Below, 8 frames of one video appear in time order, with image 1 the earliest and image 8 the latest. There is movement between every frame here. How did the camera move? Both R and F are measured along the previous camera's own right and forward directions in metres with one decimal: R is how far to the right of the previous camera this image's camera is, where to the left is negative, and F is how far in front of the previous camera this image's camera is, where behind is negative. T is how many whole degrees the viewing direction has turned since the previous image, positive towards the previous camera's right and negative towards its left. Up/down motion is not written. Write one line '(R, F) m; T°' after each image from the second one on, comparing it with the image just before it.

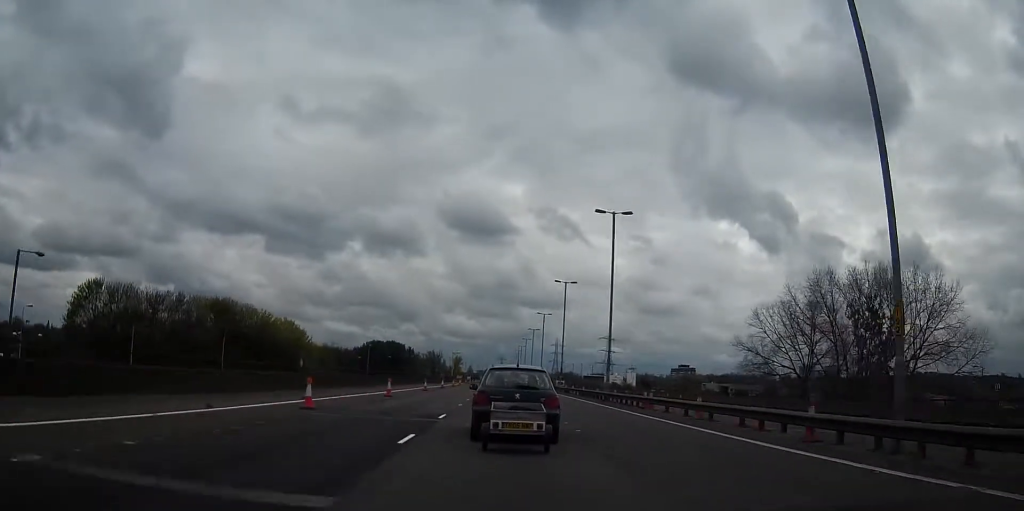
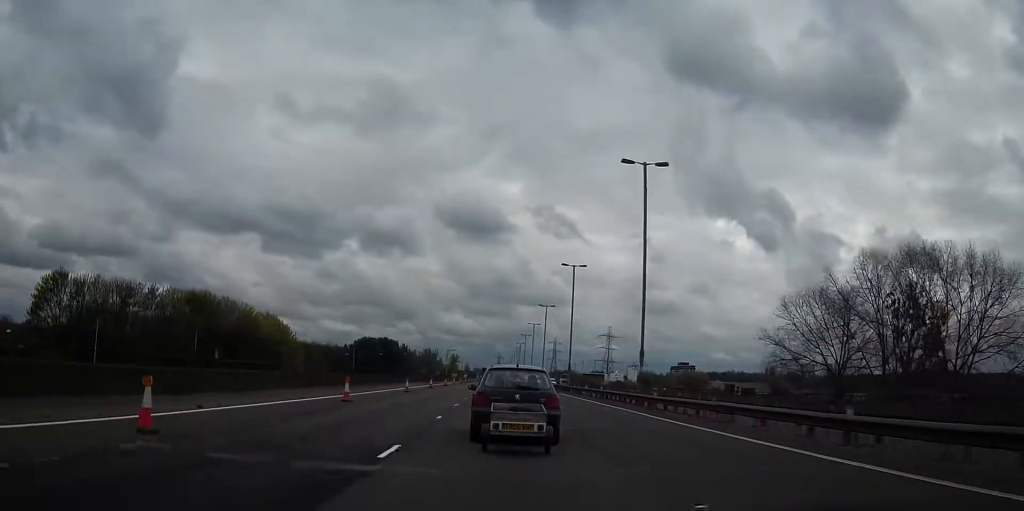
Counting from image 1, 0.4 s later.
(+0.1, +11.2) m; 0°
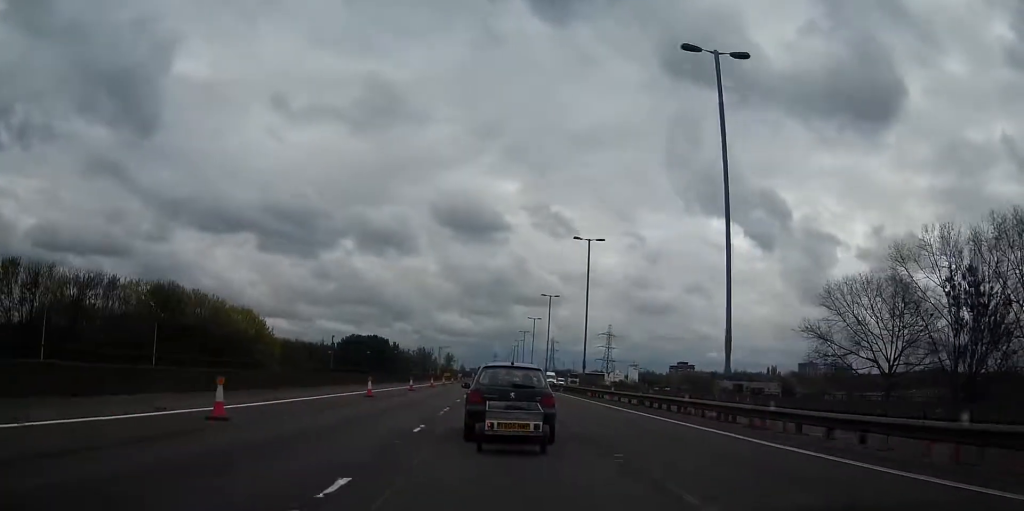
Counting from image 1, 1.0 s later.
(+0.1, +13.8) m; 0°
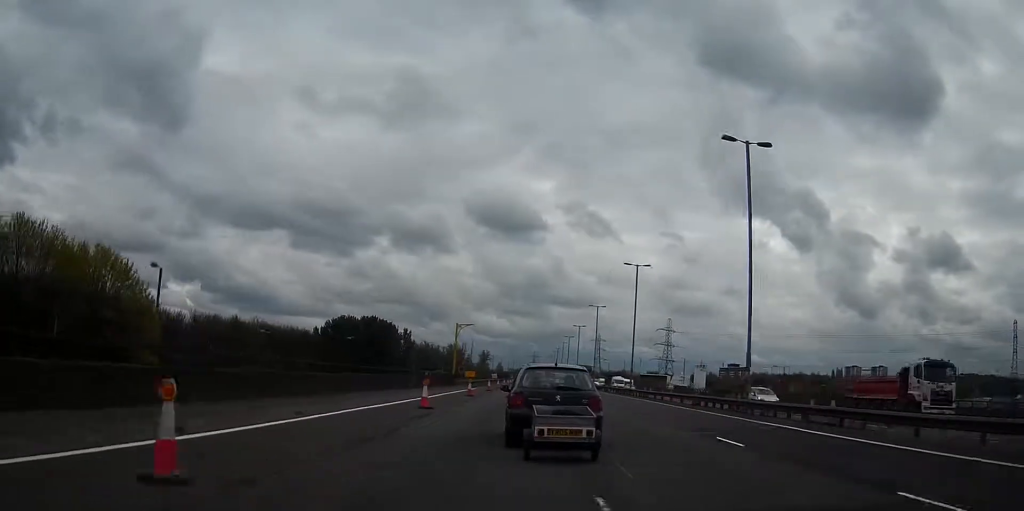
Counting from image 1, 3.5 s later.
(-1.9, +65.7) m; -2°
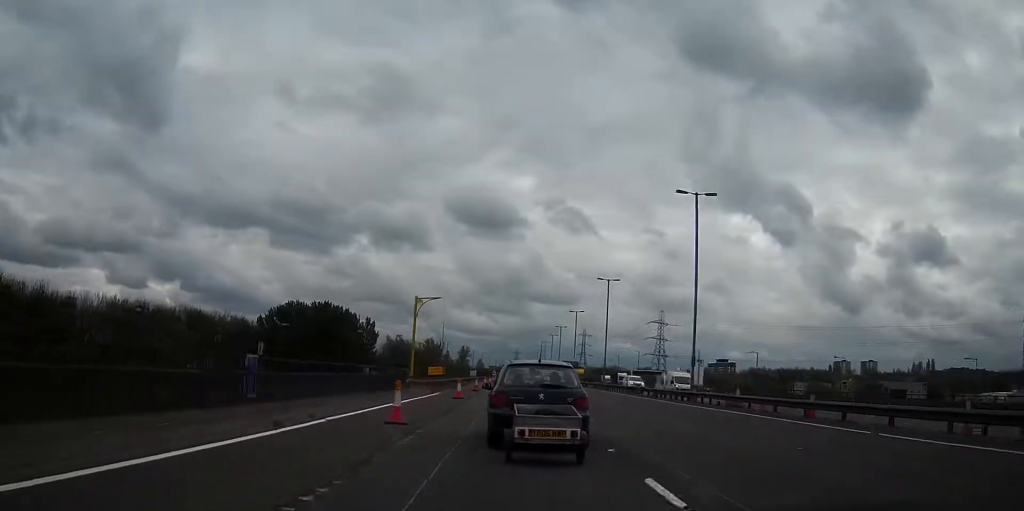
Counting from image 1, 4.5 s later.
(+0.1, +26.6) m; +1°
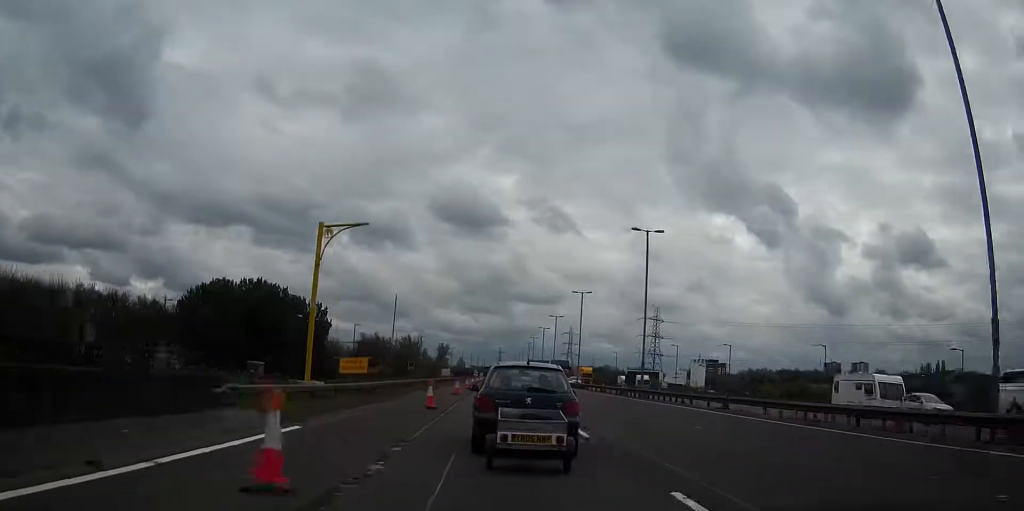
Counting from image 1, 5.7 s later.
(+0.4, +28.9) m; +1°
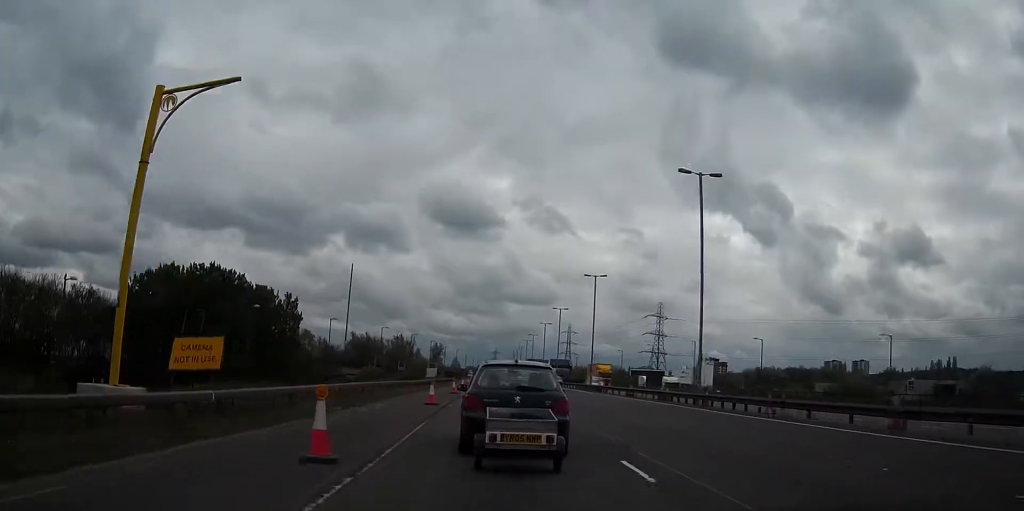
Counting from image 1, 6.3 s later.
(+0.1, +15.9) m; 0°
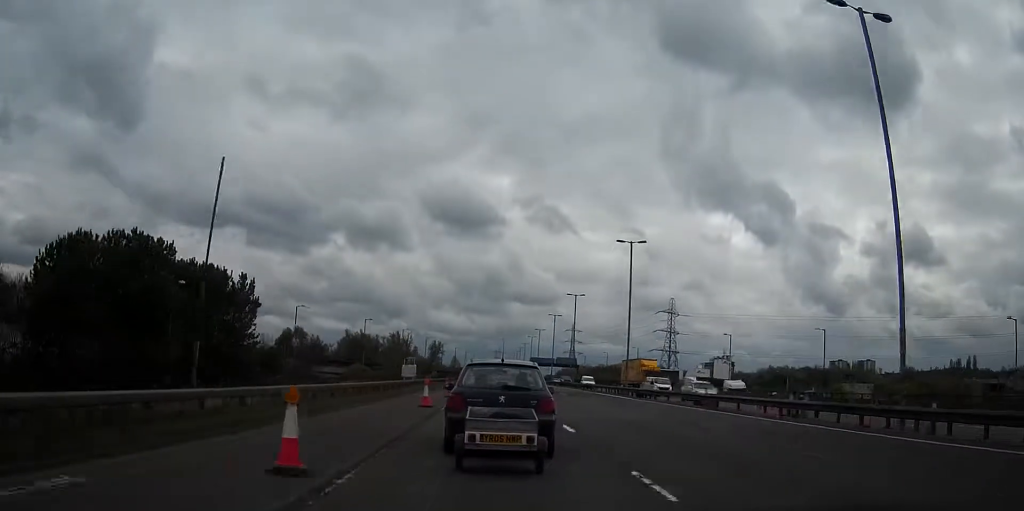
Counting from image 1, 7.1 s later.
(0.0, +19.9) m; 0°
